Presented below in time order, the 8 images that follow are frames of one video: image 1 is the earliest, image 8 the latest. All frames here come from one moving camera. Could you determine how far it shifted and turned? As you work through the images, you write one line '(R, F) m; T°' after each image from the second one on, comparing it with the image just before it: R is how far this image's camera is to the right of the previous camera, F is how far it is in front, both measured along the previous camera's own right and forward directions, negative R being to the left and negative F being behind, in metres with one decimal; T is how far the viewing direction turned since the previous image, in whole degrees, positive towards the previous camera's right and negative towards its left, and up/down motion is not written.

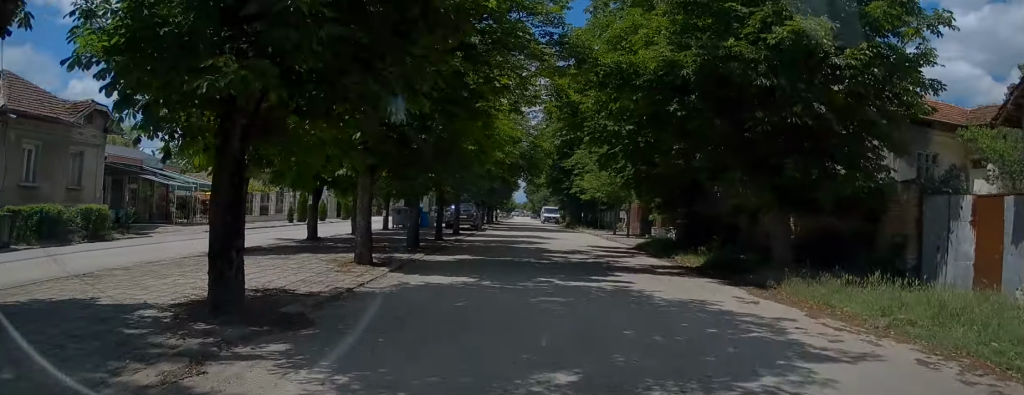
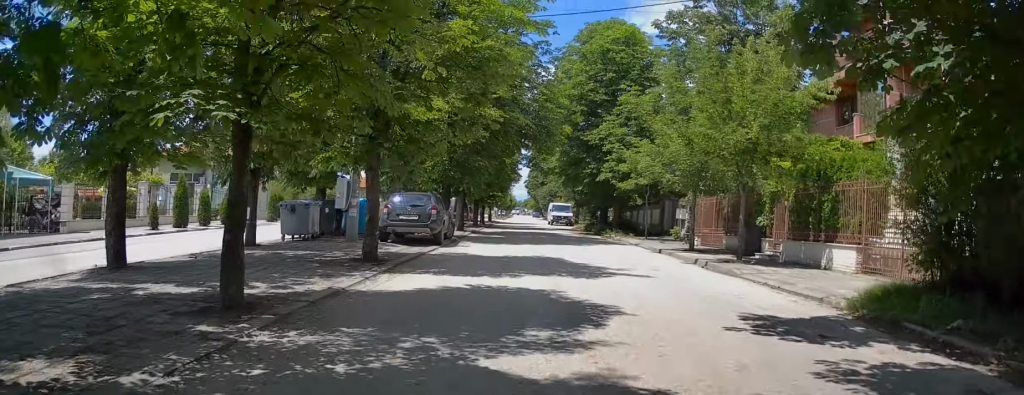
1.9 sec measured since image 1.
(-0.1, +16.9) m; -2°
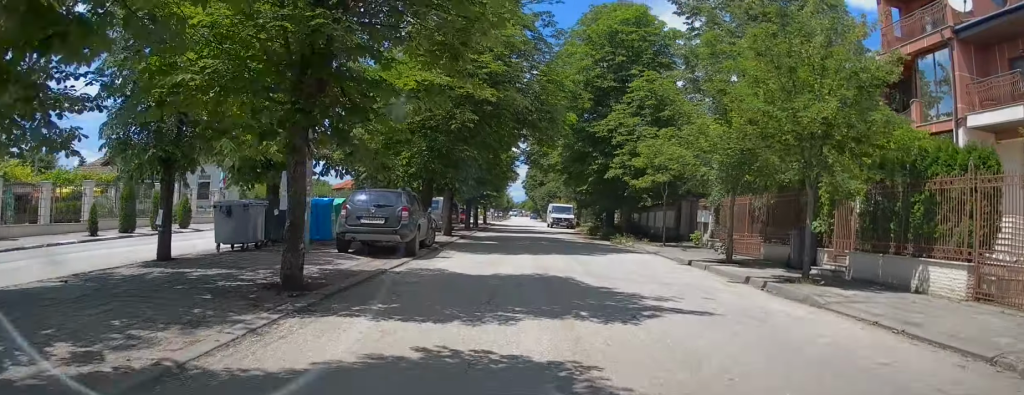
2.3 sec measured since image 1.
(0.0, +4.1) m; 0°
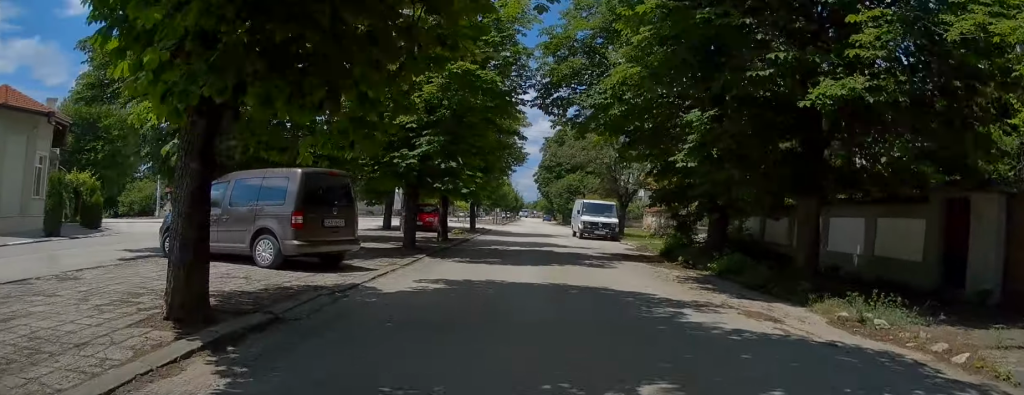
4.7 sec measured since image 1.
(-0.2, +20.2) m; -1°
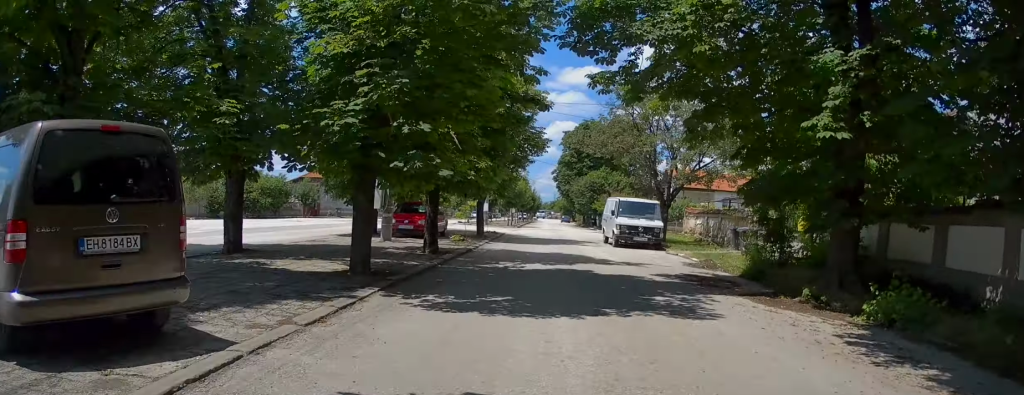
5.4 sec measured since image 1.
(0.0, +6.4) m; +1°
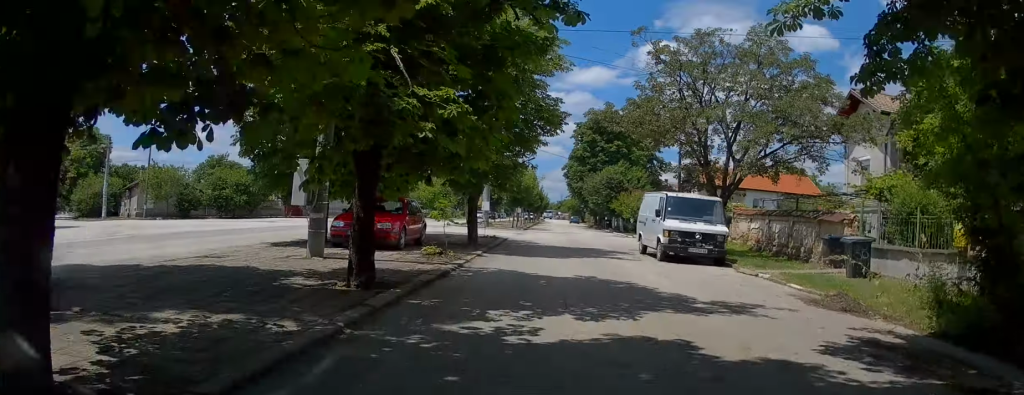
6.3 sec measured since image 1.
(+0.2, +7.1) m; +1°
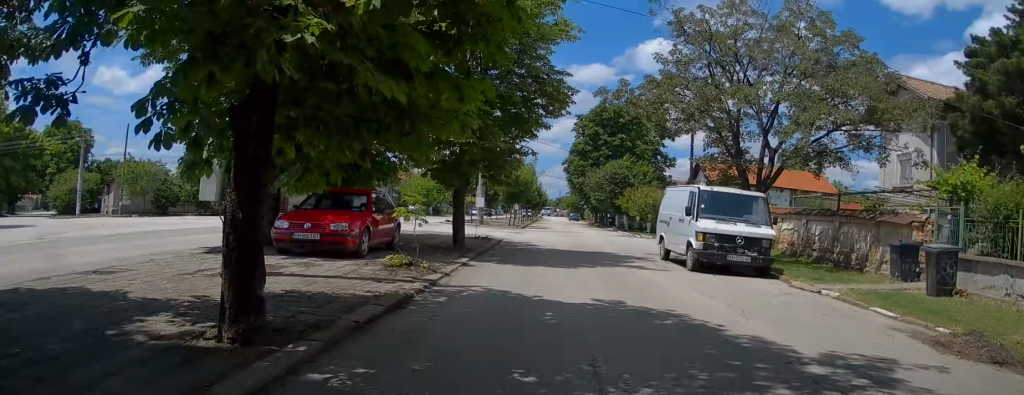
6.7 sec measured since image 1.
(+0.1, +3.4) m; -2°
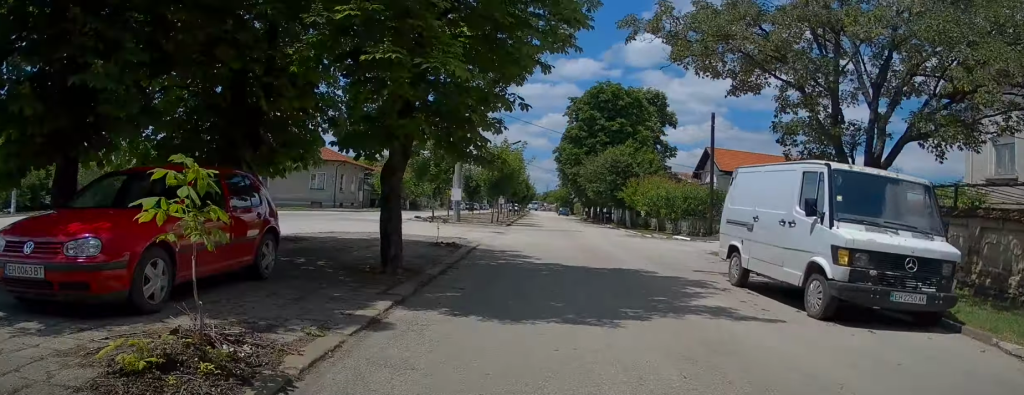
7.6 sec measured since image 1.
(-0.3, +6.5) m; -4°
